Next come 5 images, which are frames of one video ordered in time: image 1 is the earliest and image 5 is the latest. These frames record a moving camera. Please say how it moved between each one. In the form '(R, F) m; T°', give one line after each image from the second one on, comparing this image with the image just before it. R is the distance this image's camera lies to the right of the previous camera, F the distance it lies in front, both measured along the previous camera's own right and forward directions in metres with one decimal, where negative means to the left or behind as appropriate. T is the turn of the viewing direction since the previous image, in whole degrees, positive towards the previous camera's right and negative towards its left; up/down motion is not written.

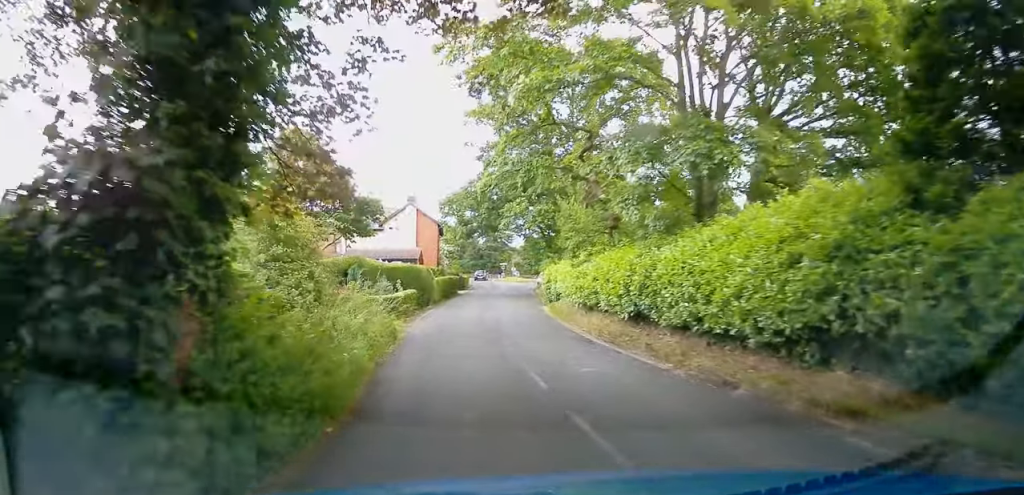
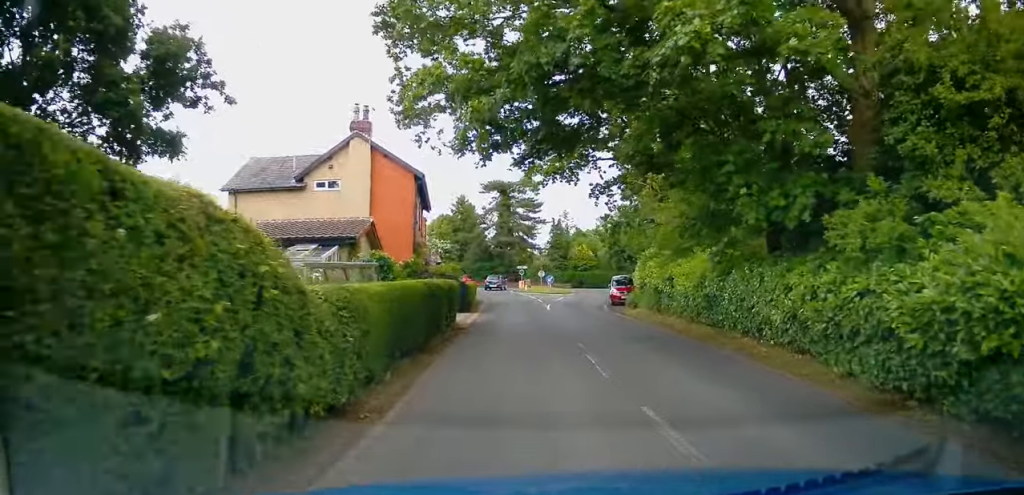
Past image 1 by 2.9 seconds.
(-2.5, +30.2) m; -2°
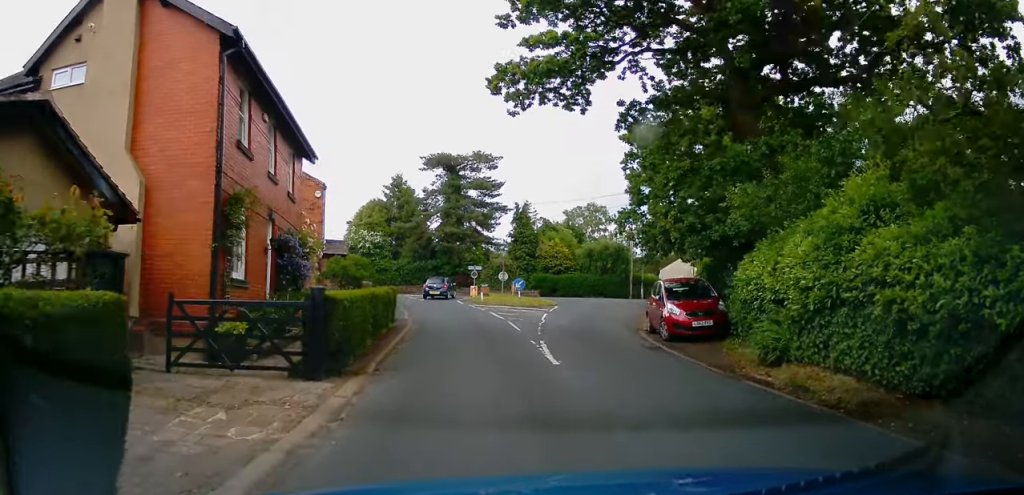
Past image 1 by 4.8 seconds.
(+0.9, +17.3) m; +3°
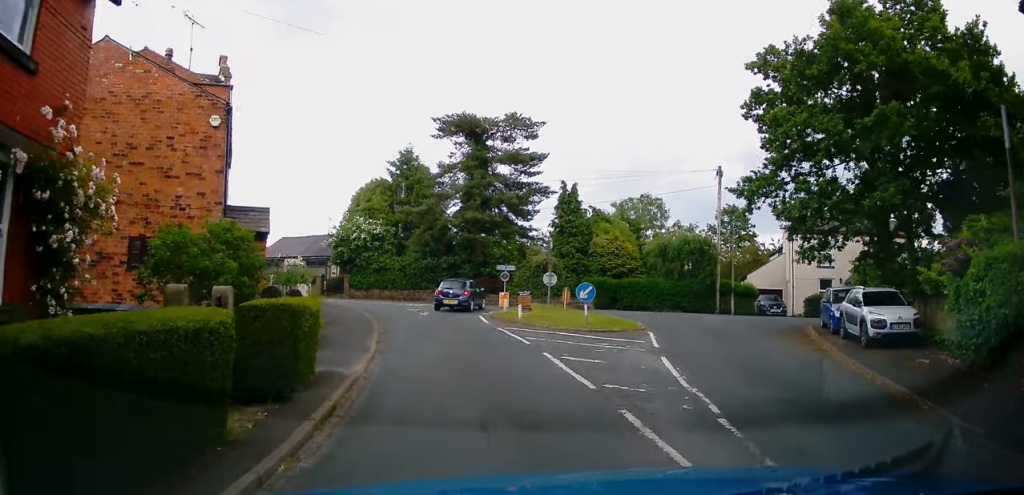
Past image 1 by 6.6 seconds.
(0.0, +13.9) m; 0°
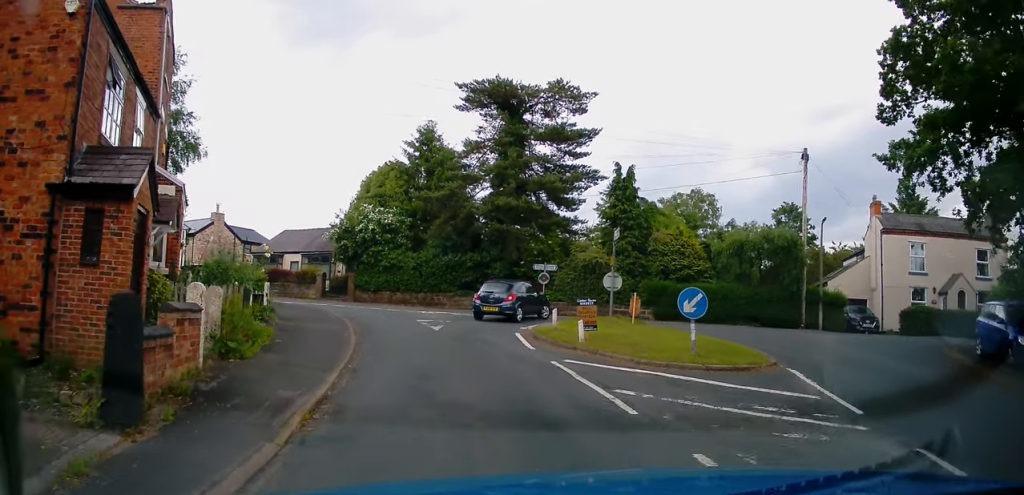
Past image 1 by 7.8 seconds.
(0.0, +7.5) m; 0°
